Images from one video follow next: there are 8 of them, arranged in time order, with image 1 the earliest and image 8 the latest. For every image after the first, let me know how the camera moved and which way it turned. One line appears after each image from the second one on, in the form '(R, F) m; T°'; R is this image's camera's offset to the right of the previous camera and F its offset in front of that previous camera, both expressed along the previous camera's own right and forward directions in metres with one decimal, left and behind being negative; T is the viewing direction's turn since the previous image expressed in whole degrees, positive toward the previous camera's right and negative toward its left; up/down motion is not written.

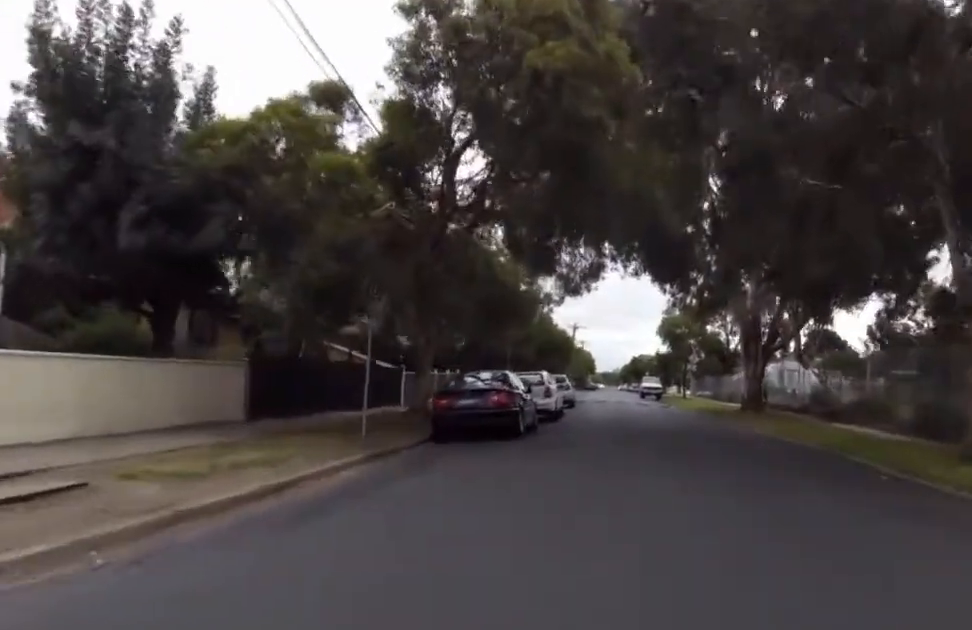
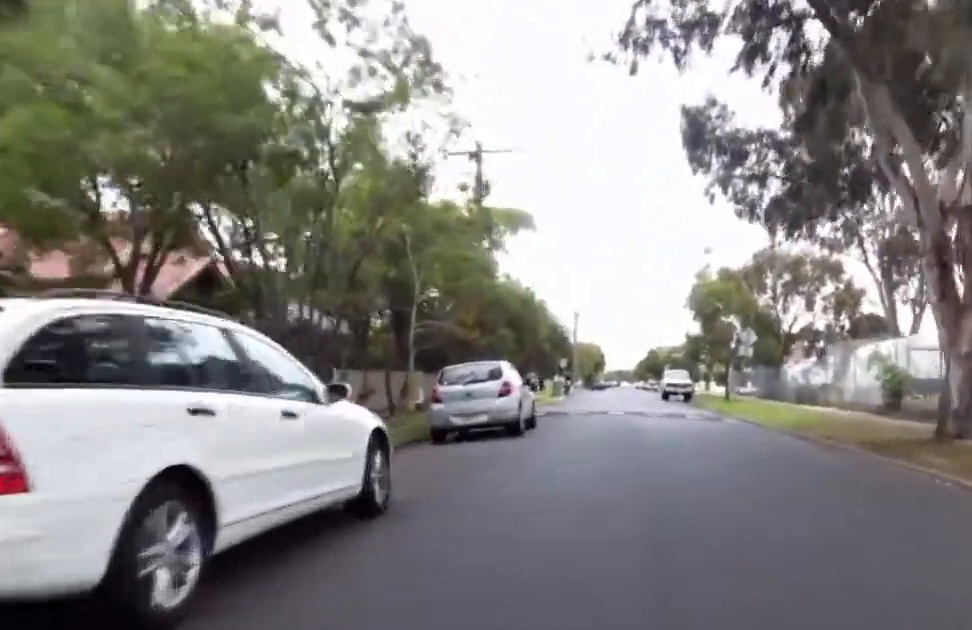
(+0.2, +18.5) m; -2°
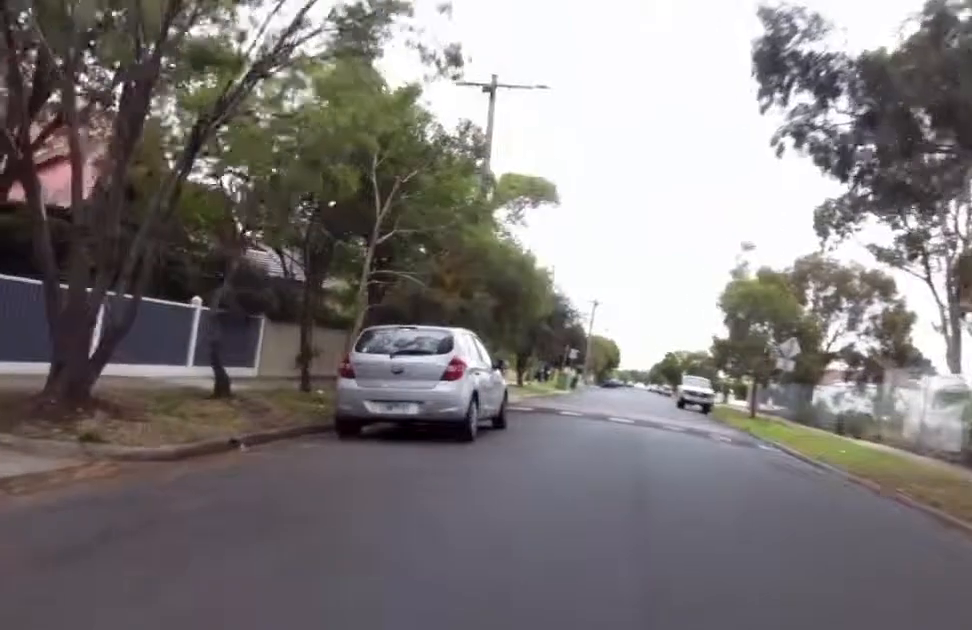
(-0.6, +5.1) m; -5°
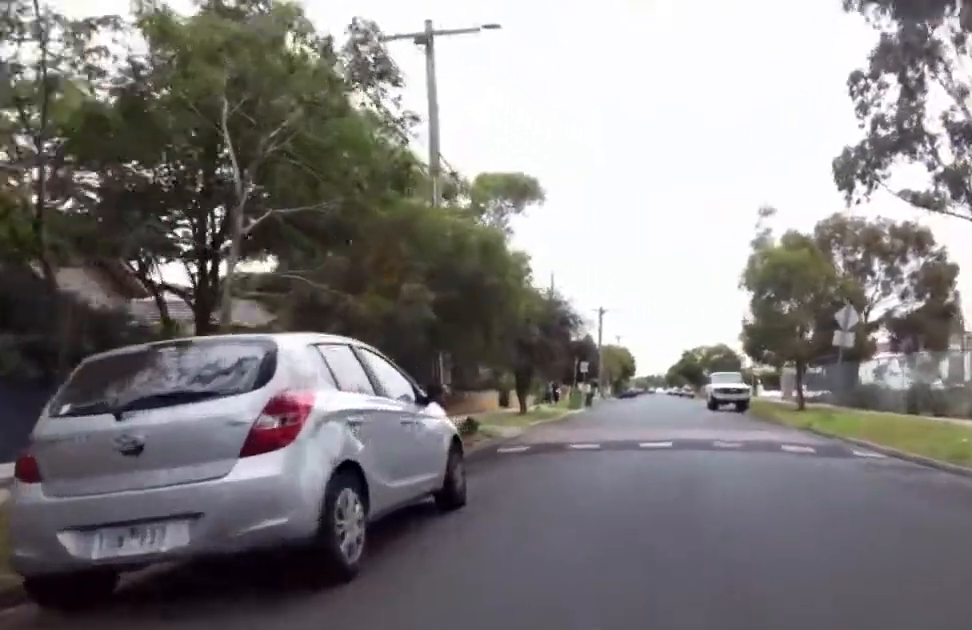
(+0.1, +5.3) m; +5°
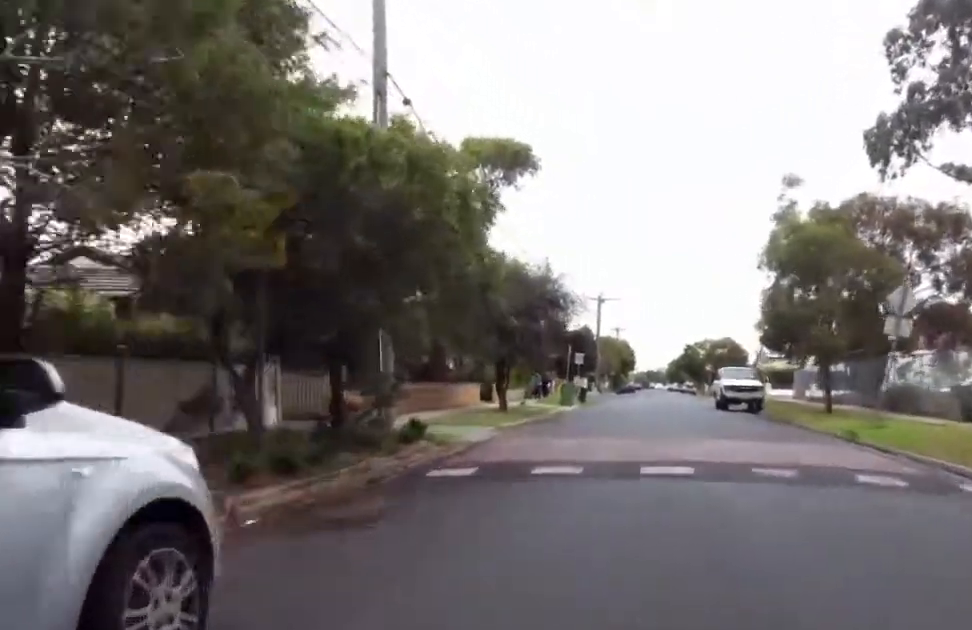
(+0.1, +4.4) m; +2°
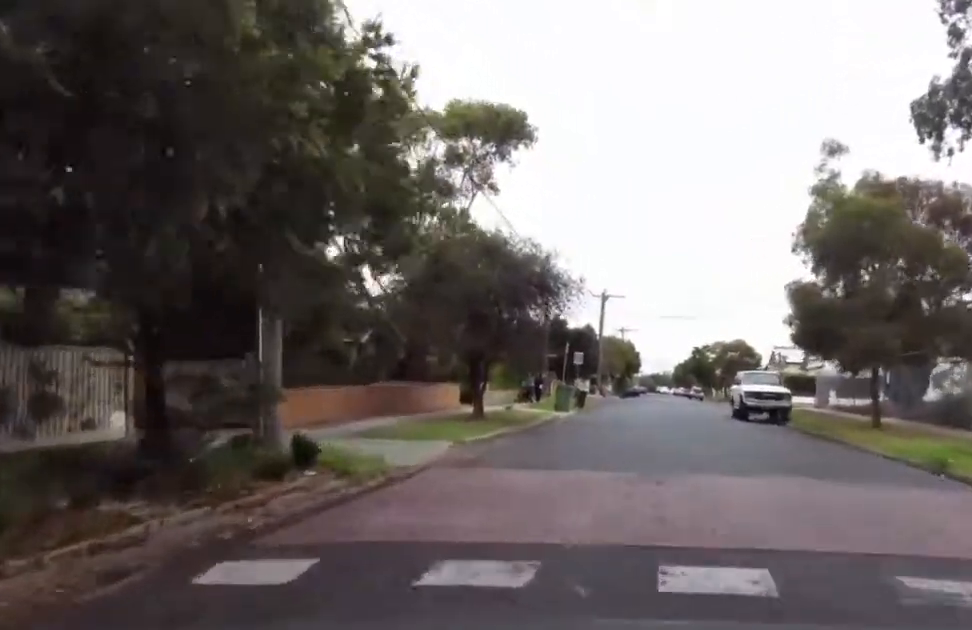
(+0.5, +4.8) m; -1°
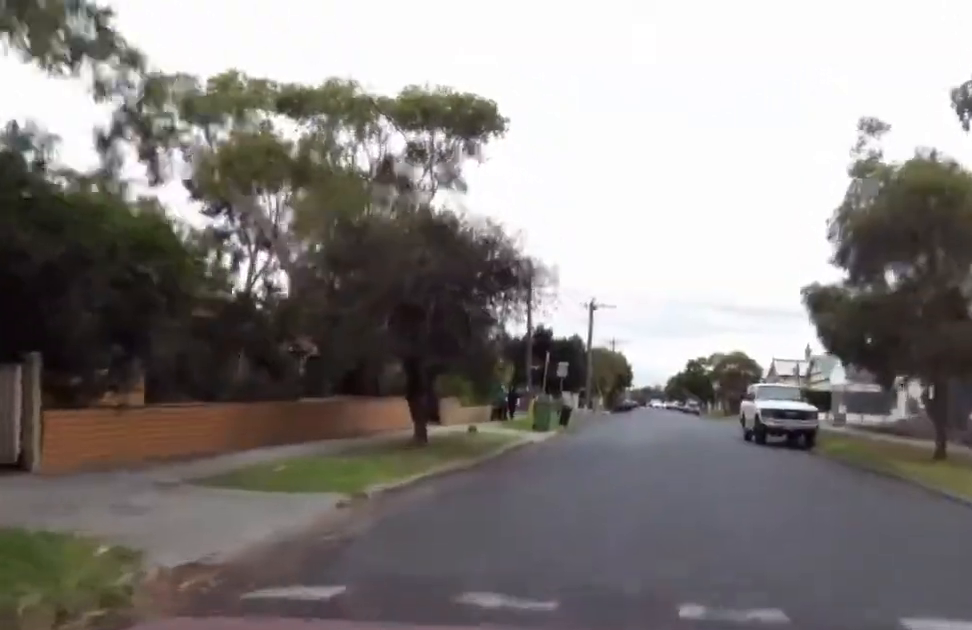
(-0.4, +5.1) m; -2°
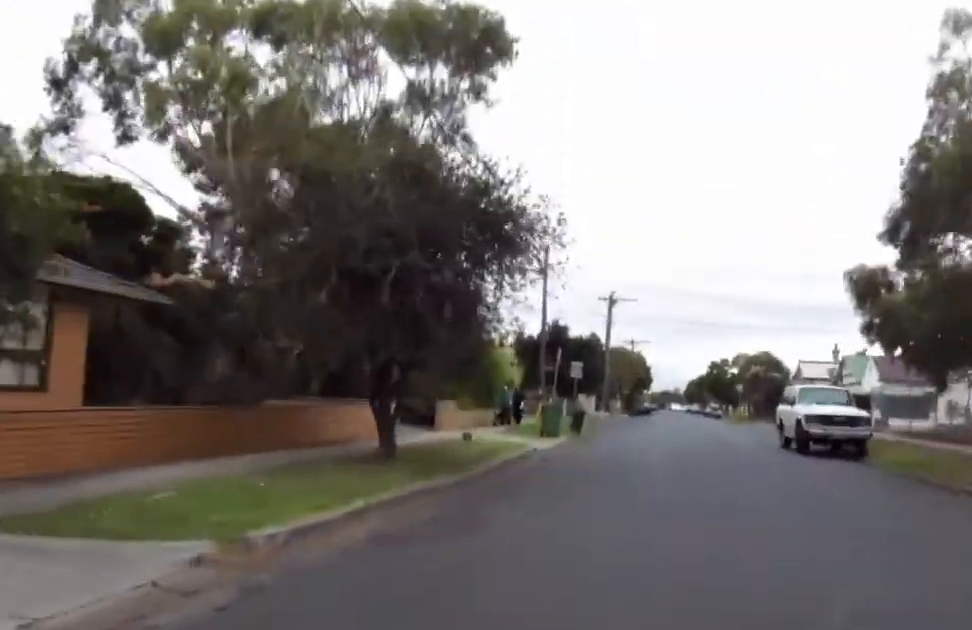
(-0.3, +3.5) m; -2°
